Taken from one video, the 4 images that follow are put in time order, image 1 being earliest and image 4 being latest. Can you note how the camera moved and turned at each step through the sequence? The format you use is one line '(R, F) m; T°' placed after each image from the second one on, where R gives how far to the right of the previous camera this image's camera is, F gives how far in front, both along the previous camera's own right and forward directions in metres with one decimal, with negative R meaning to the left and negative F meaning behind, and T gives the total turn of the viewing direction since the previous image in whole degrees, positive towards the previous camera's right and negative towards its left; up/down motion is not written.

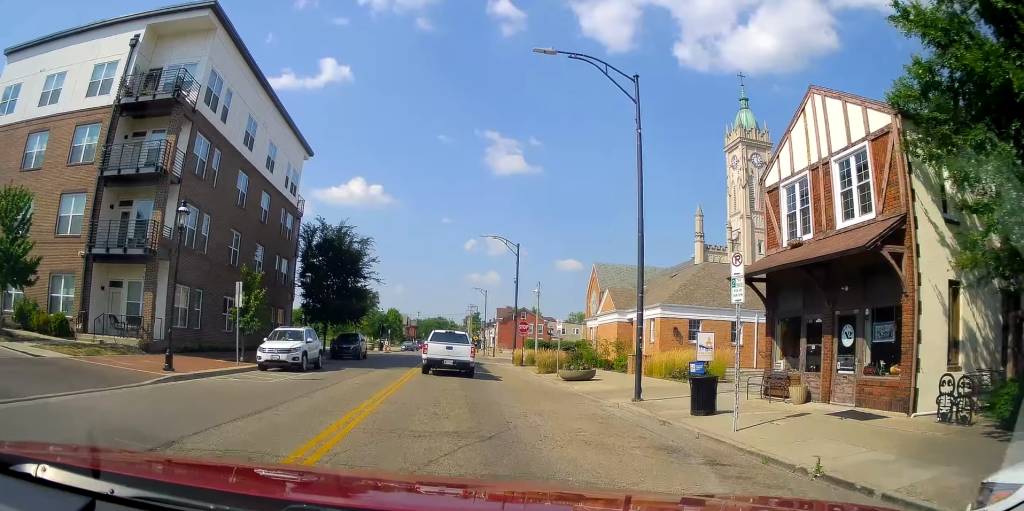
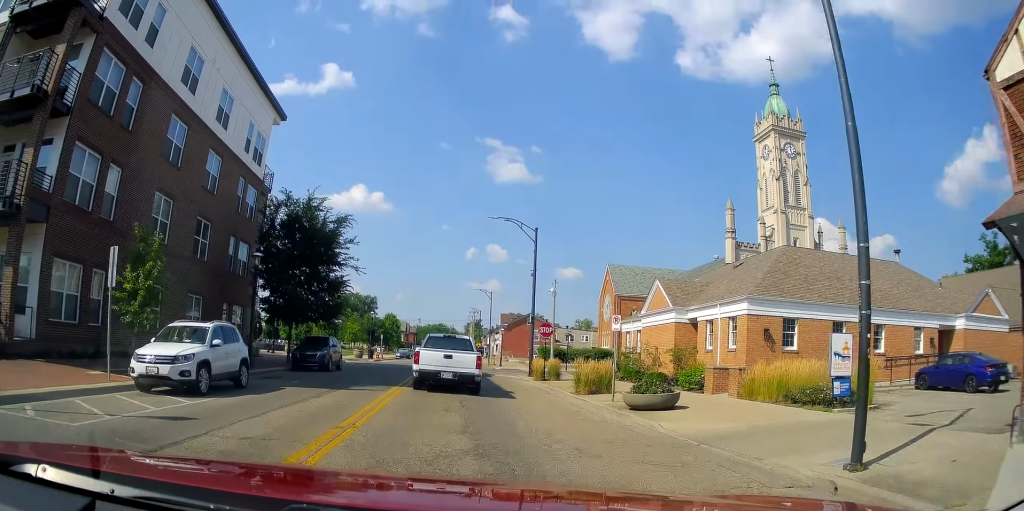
(-0.7, +8.3) m; -6°
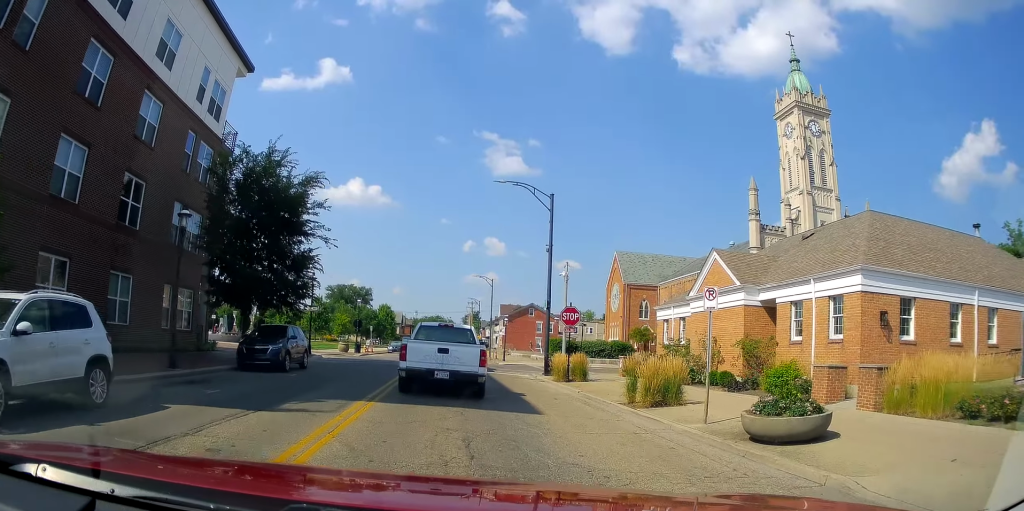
(+0.1, +6.5) m; +1°
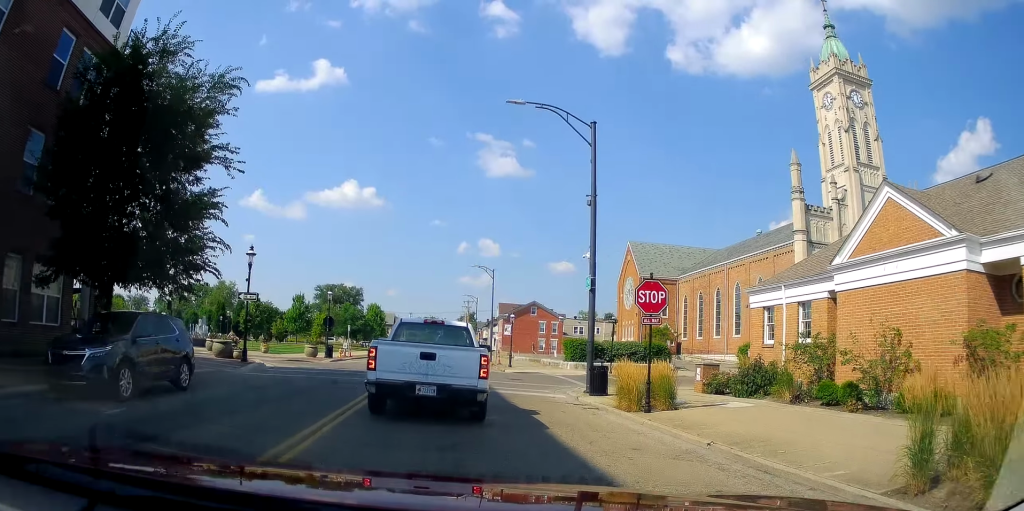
(-0.9, +10.7) m; -4°
